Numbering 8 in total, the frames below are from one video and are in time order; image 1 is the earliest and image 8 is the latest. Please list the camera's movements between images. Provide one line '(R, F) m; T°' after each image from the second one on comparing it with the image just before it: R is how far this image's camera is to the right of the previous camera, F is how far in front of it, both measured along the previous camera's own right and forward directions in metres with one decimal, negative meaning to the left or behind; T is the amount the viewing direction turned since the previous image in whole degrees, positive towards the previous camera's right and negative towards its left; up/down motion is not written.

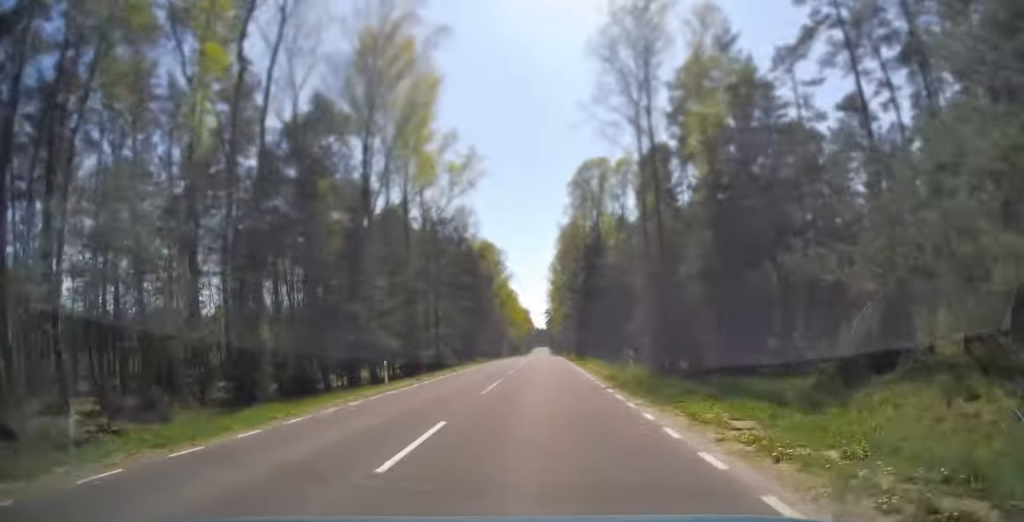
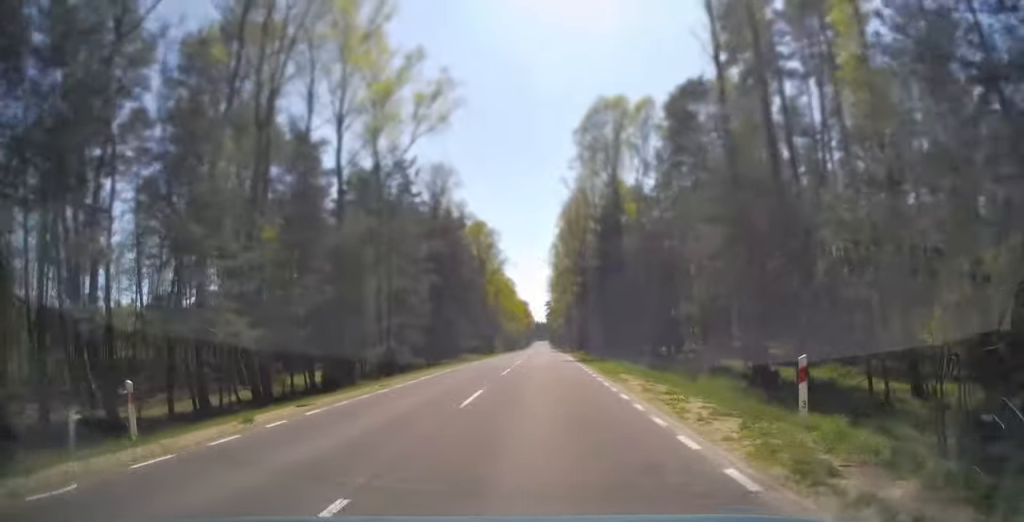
(0.0, +16.8) m; 0°
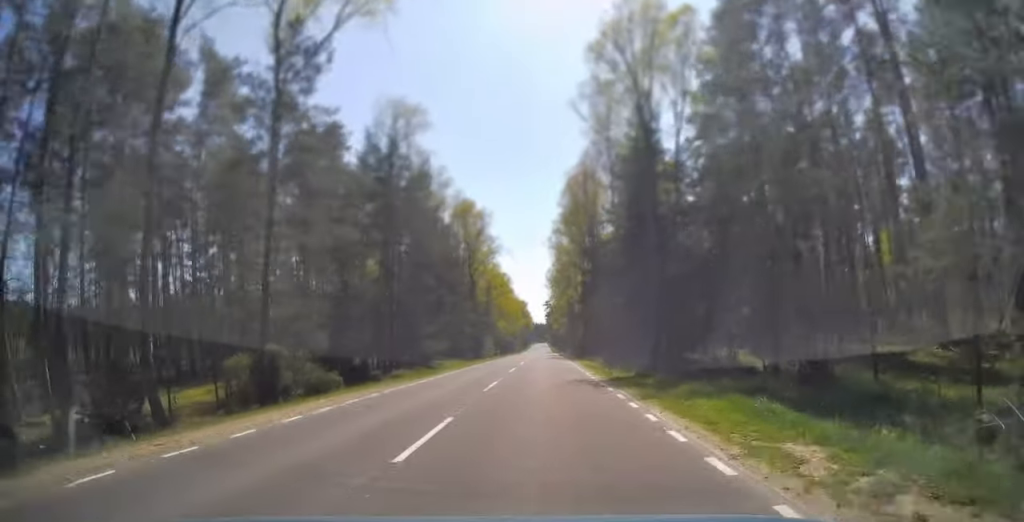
(0.0, +17.4) m; 0°
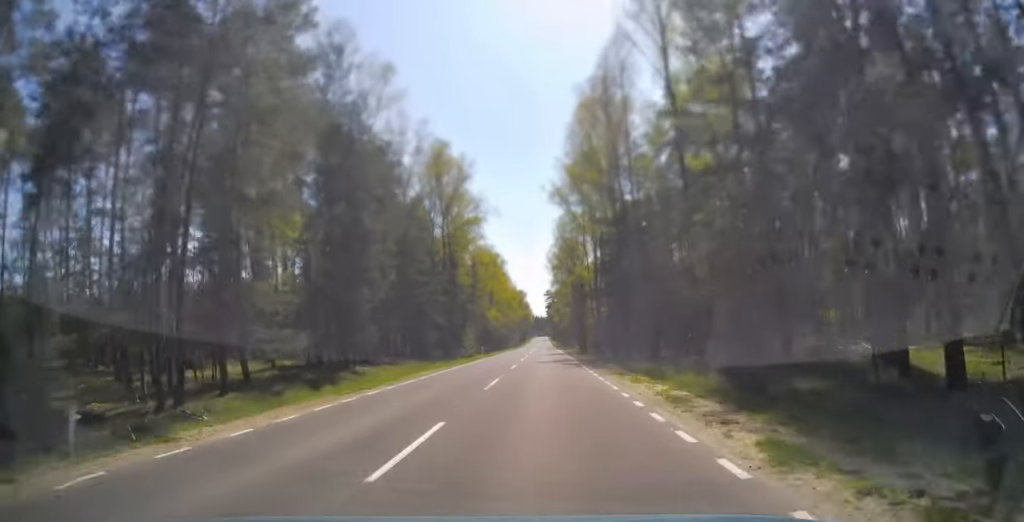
(+0.1, +24.3) m; 0°
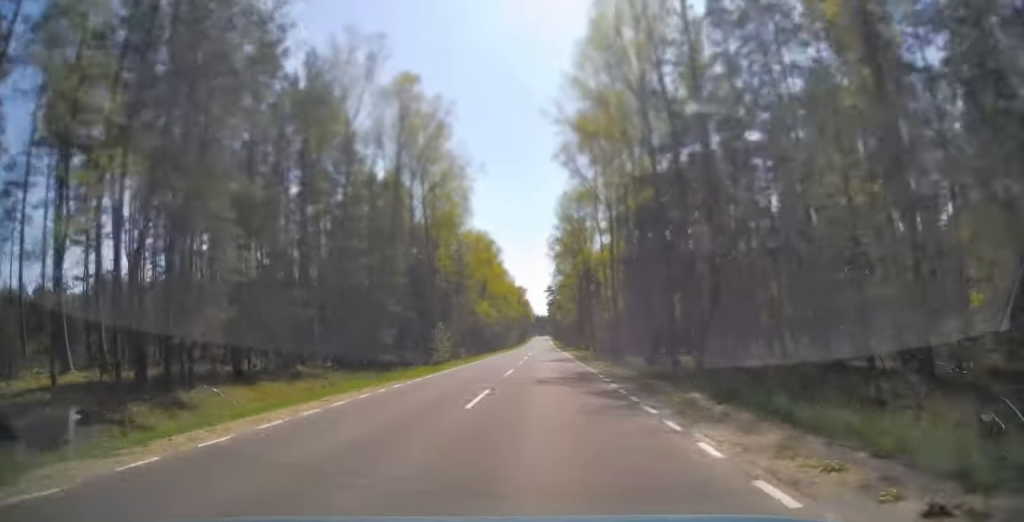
(-0.1, +17.0) m; 0°
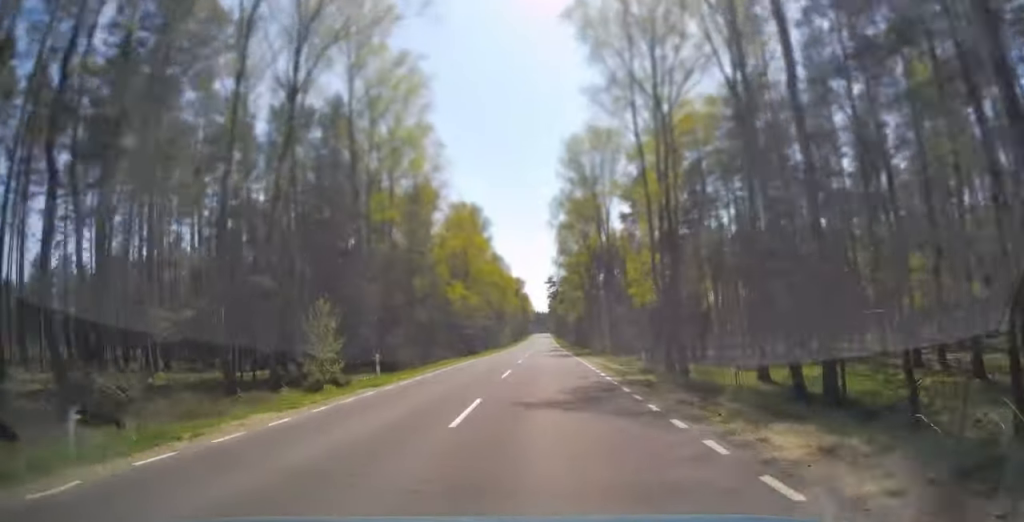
(0.0, +25.7) m; 0°
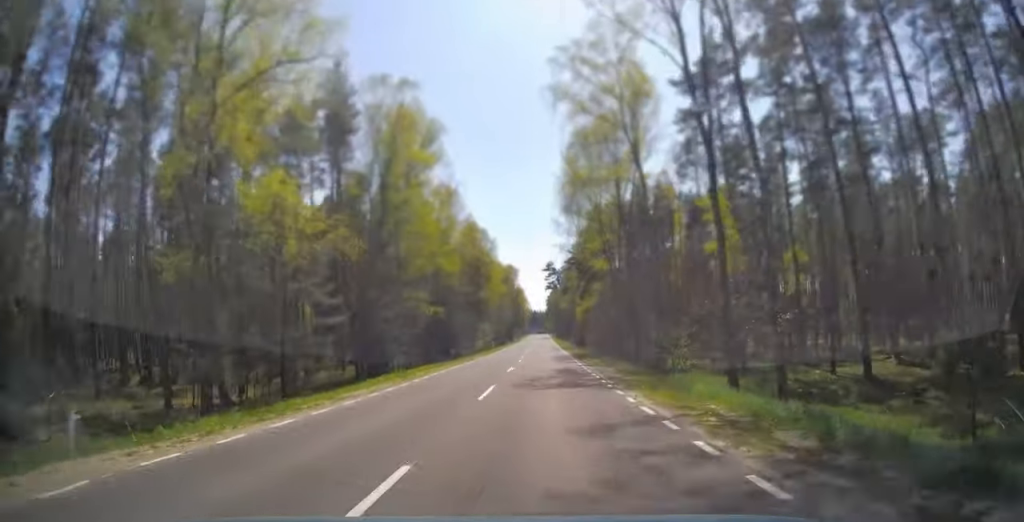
(0.0, +41.9) m; 0°
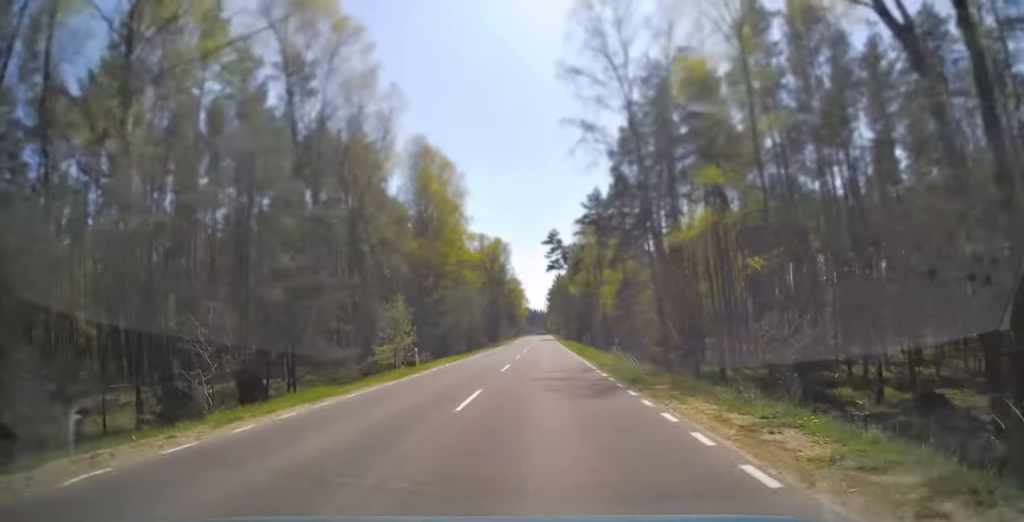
(-0.1, +49.8) m; 0°
